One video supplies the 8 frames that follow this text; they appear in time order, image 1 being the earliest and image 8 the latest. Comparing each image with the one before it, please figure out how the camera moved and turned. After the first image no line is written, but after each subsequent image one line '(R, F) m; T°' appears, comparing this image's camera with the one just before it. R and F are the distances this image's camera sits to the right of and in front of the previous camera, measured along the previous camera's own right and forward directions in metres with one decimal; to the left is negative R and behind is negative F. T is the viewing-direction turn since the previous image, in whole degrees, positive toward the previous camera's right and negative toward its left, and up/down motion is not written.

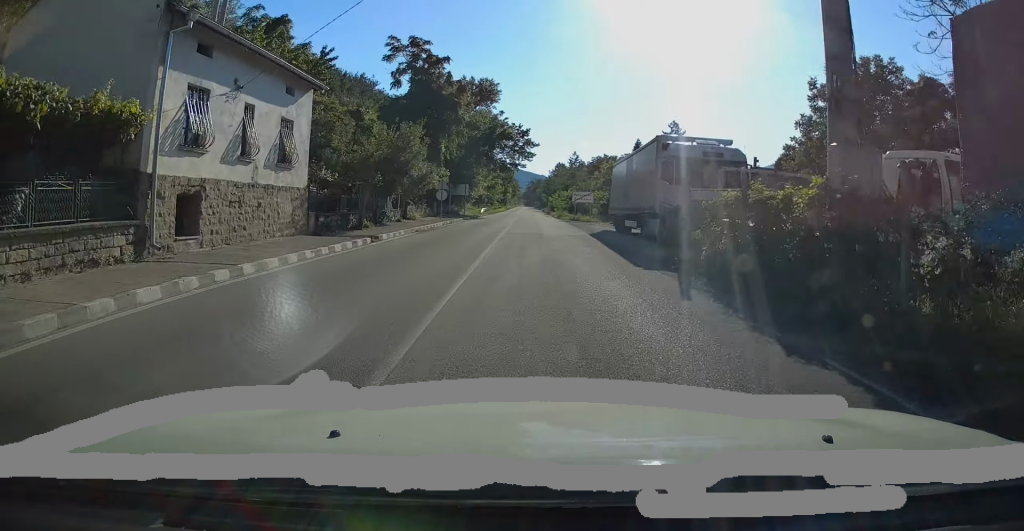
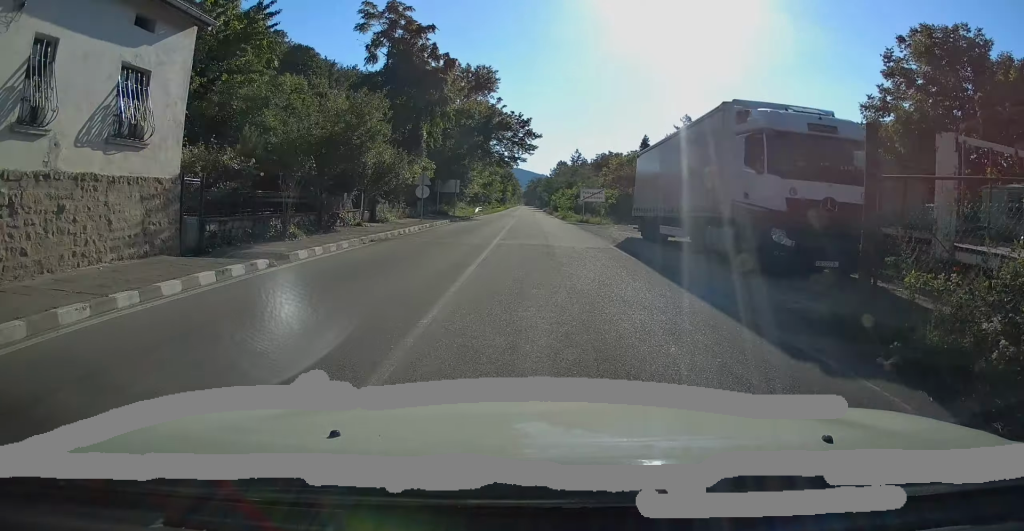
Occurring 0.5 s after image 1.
(0.0, +7.5) m; 0°
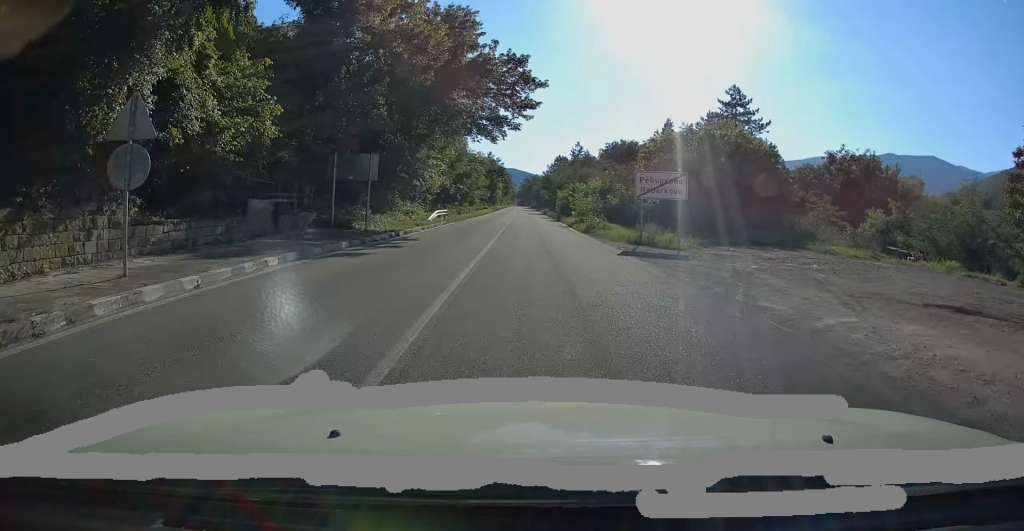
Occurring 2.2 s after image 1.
(+0.3, +24.3) m; 0°
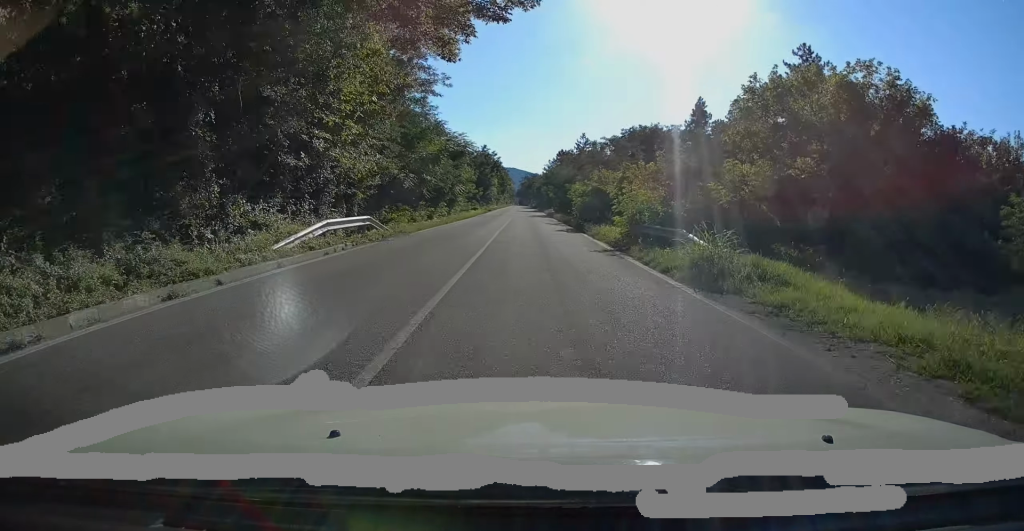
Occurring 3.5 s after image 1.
(-0.3, +19.4) m; 0°
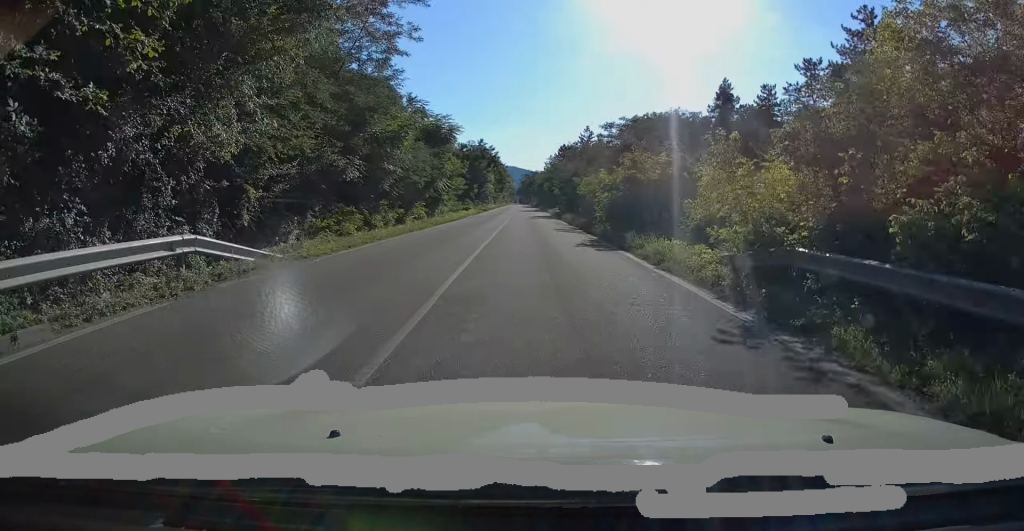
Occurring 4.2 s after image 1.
(+0.3, +10.8) m; 0°
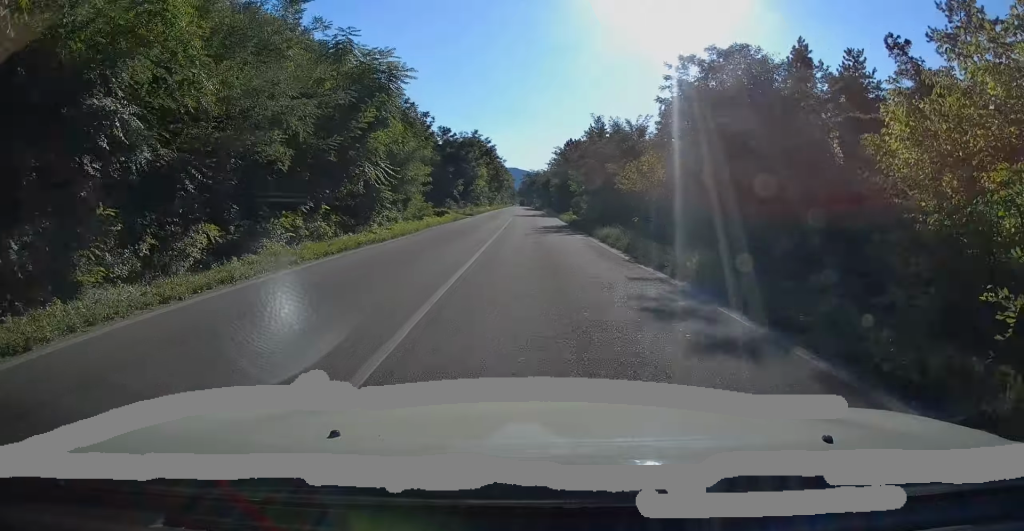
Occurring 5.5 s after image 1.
(-0.2, +20.3) m; 0°
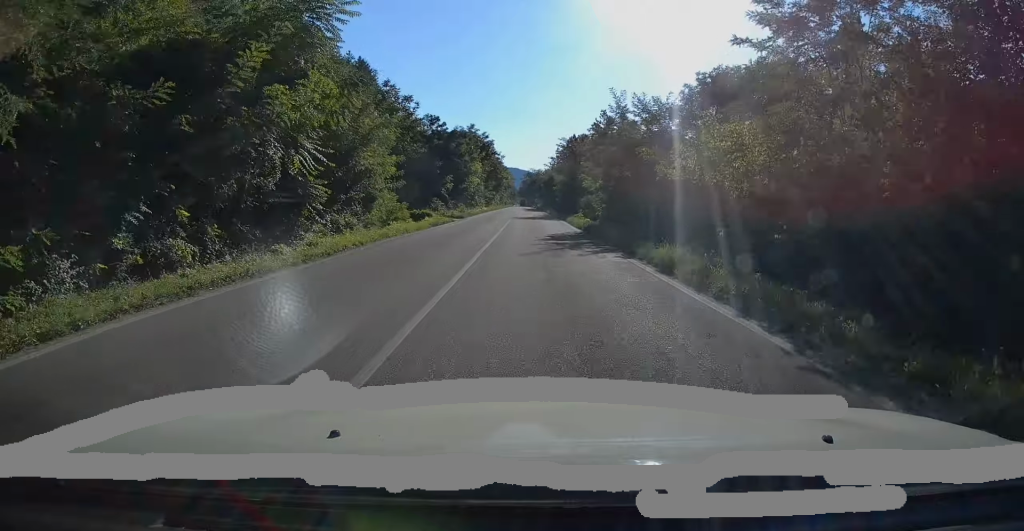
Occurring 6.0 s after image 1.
(+0.2, +9.0) m; 0°
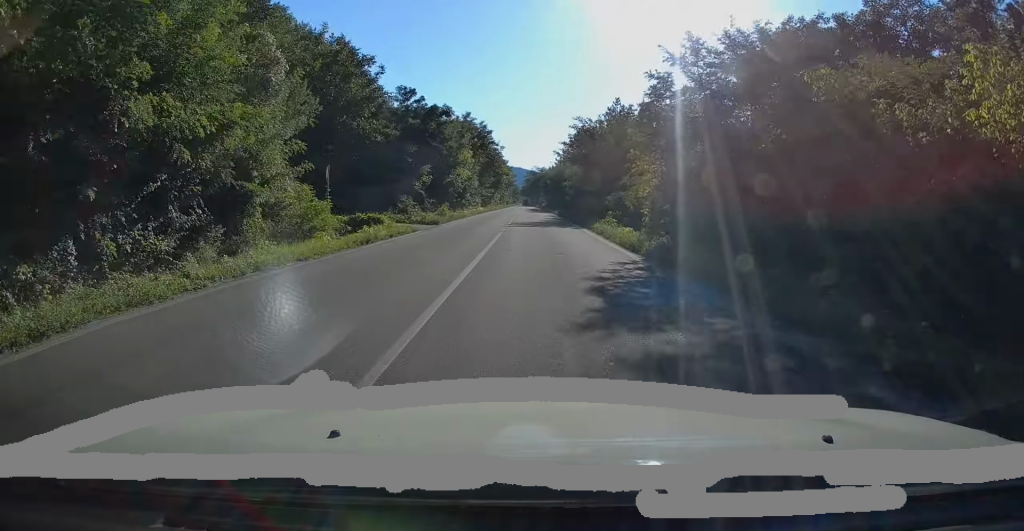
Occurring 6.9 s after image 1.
(-0.1, +13.8) m; -1°
